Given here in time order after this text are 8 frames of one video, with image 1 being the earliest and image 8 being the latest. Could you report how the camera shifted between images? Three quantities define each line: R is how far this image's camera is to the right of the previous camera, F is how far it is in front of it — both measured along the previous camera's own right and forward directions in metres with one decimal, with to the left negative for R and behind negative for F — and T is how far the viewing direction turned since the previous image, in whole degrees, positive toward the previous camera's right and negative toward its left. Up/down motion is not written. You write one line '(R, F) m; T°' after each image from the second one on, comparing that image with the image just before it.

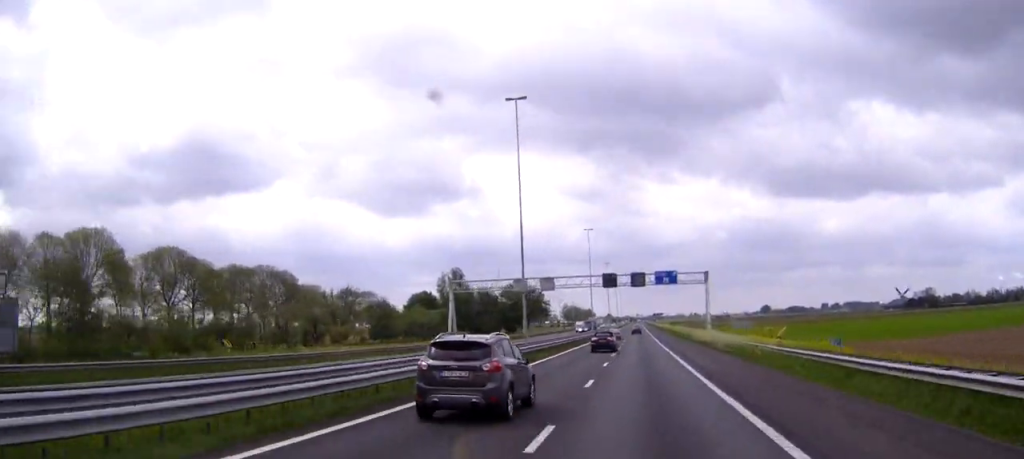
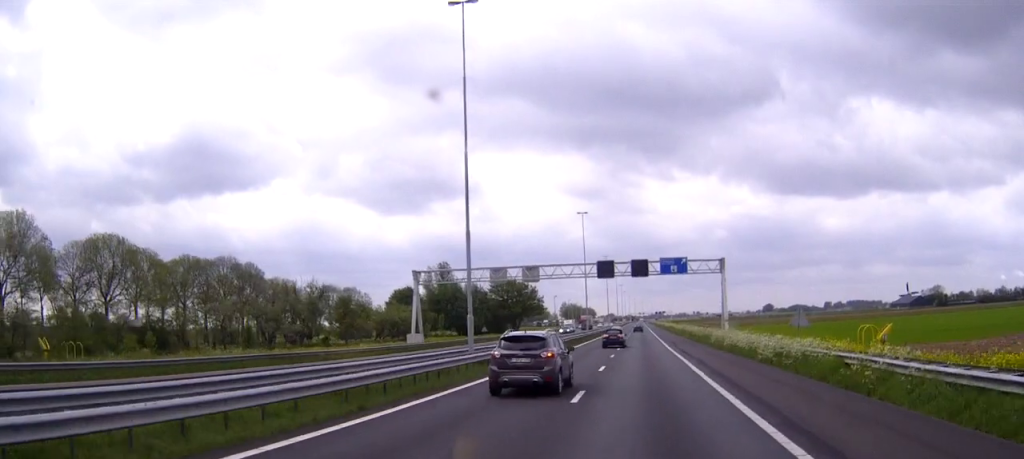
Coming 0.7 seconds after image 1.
(0.0, +16.8) m; 0°
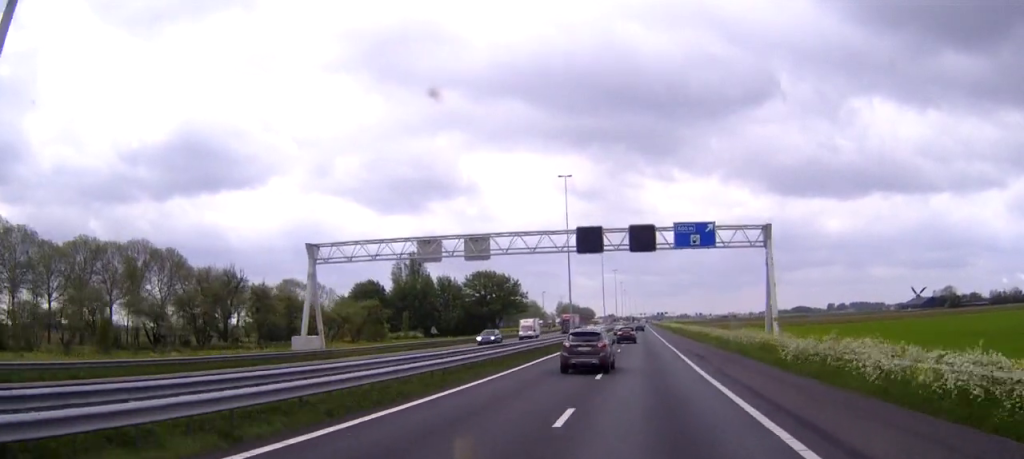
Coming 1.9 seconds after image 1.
(0.0, +28.0) m; 0°
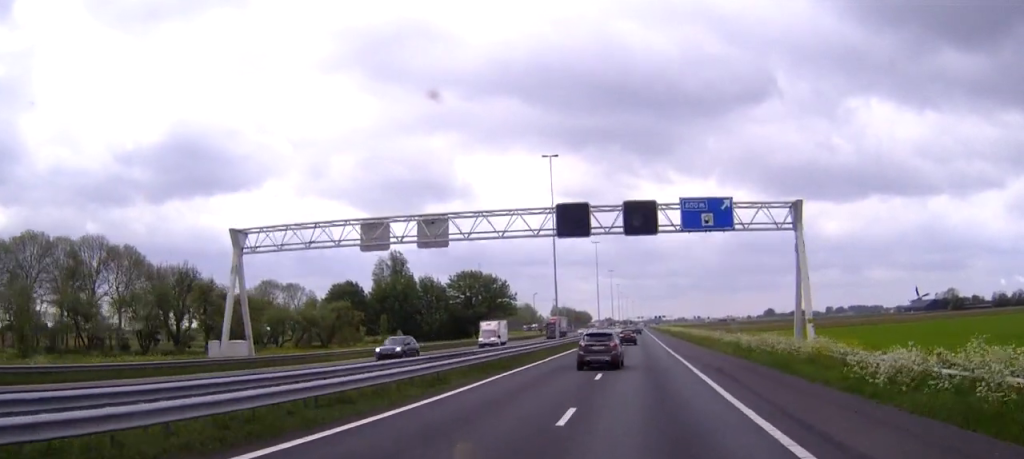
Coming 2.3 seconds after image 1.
(0.0, +11.2) m; 0°
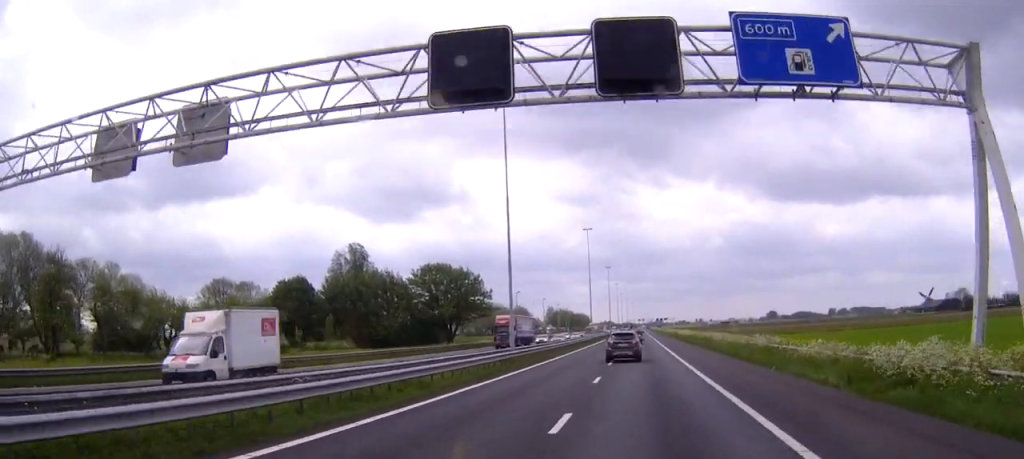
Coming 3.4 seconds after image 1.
(+0.1, +24.8) m; 0°
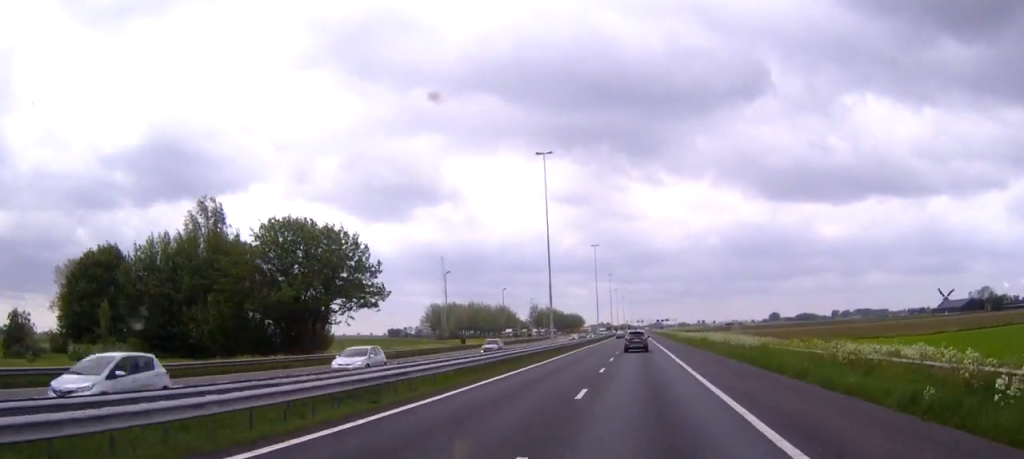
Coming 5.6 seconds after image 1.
(0.0, +52.5) m; 0°
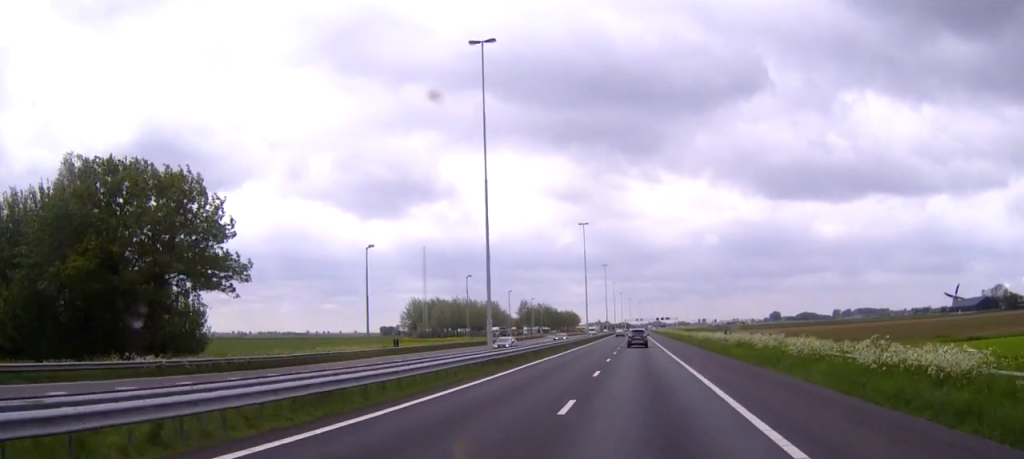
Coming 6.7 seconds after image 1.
(0.0, +27.6) m; 0°
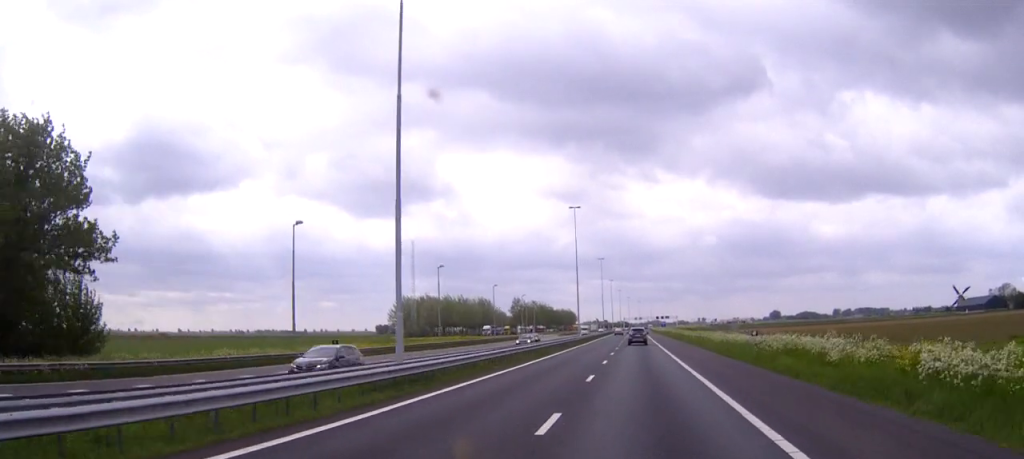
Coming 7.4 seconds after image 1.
(0.0, +14.9) m; 0°
